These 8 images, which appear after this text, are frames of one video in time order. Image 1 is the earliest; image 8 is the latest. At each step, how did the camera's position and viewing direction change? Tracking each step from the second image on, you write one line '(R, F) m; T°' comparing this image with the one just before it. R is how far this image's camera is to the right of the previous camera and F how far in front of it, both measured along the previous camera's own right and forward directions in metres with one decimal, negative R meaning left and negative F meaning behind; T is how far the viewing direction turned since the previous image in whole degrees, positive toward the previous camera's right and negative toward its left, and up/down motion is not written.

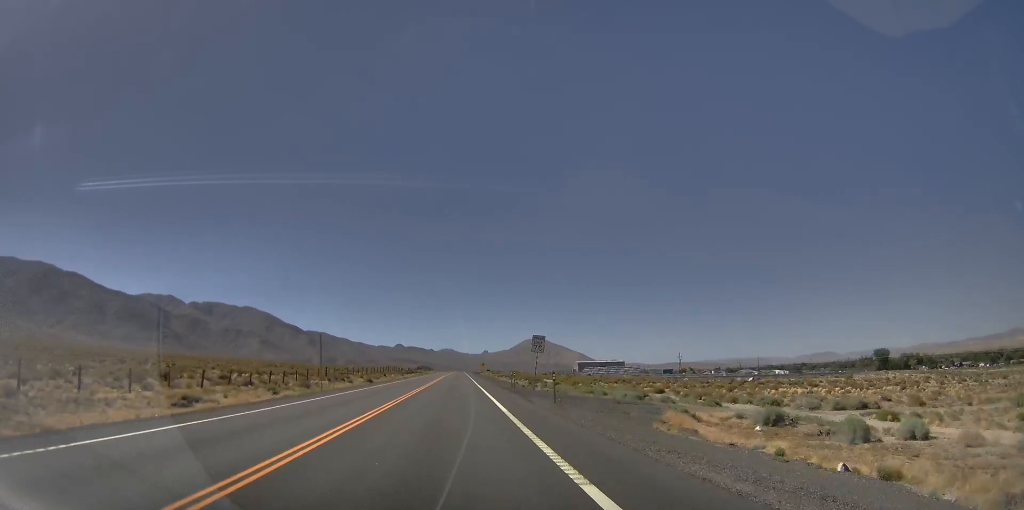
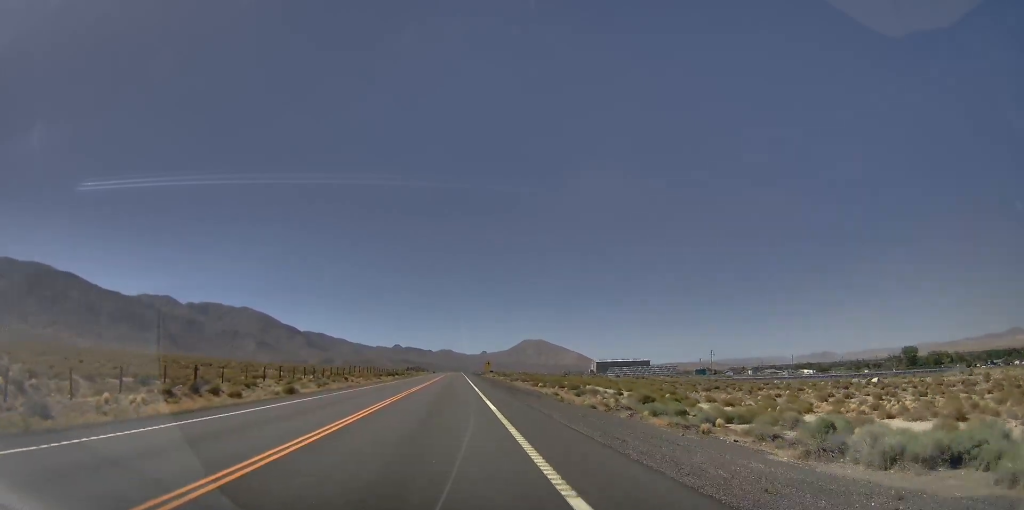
(-0.2, +43.3) m; 0°
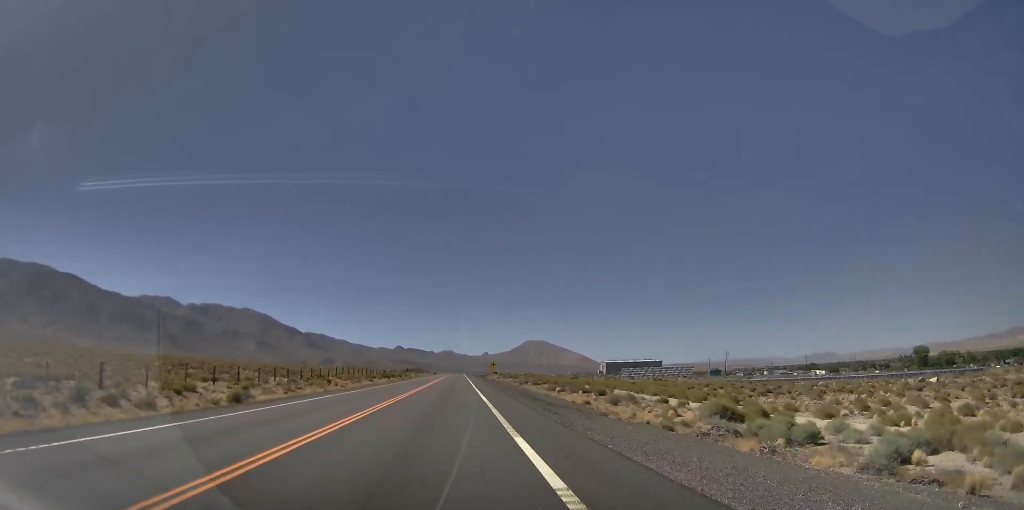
(-0.4, +13.1) m; +1°
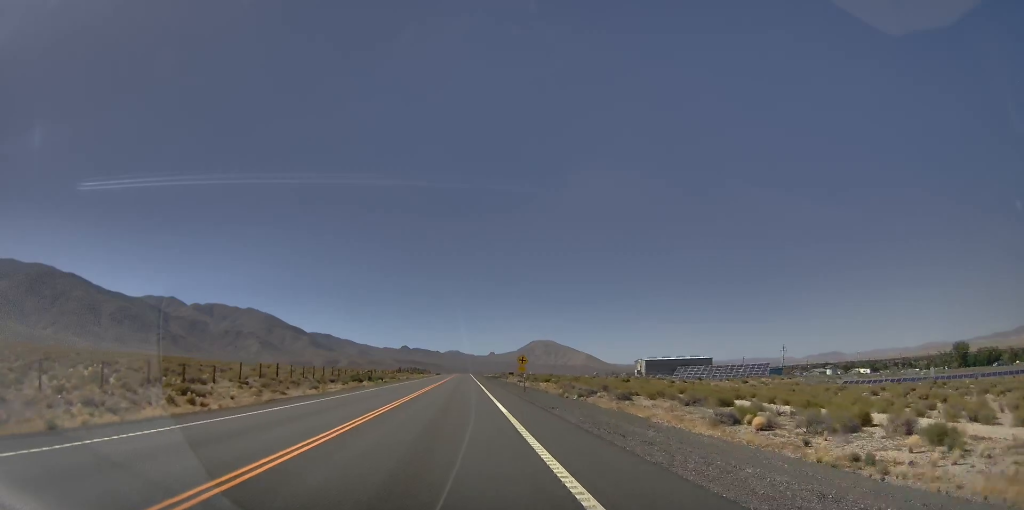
(+1.3, +43.5) m; 0°
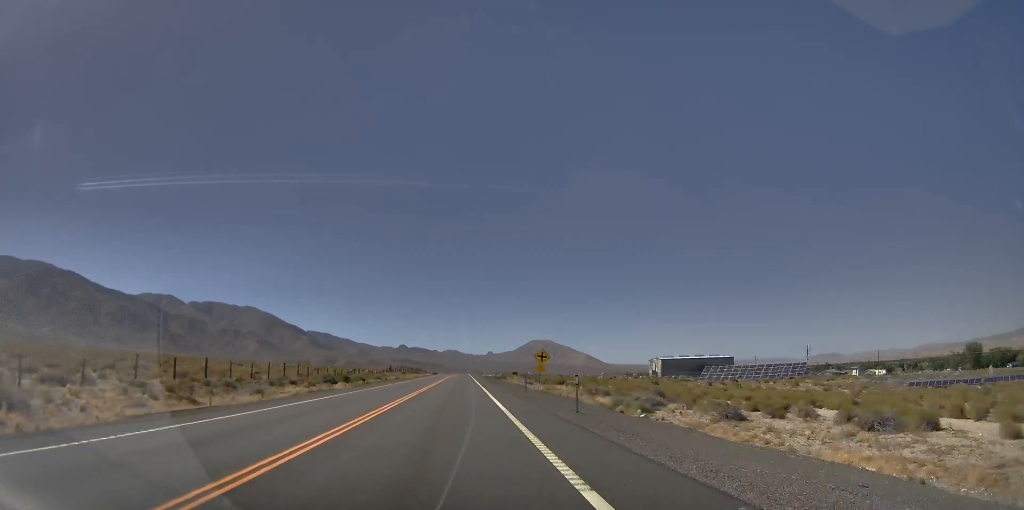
(-0.8, +17.1) m; -2°
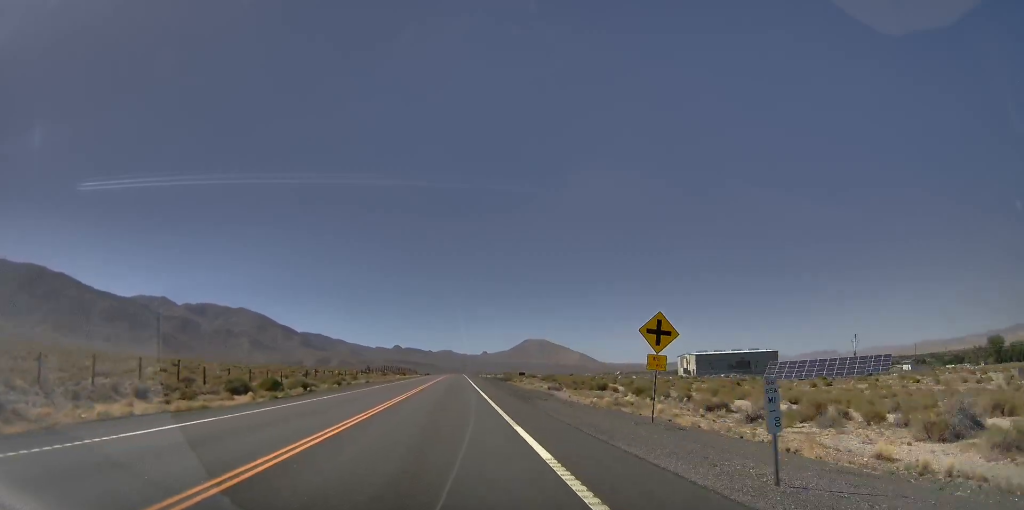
(+0.5, +29.3) m; +1°
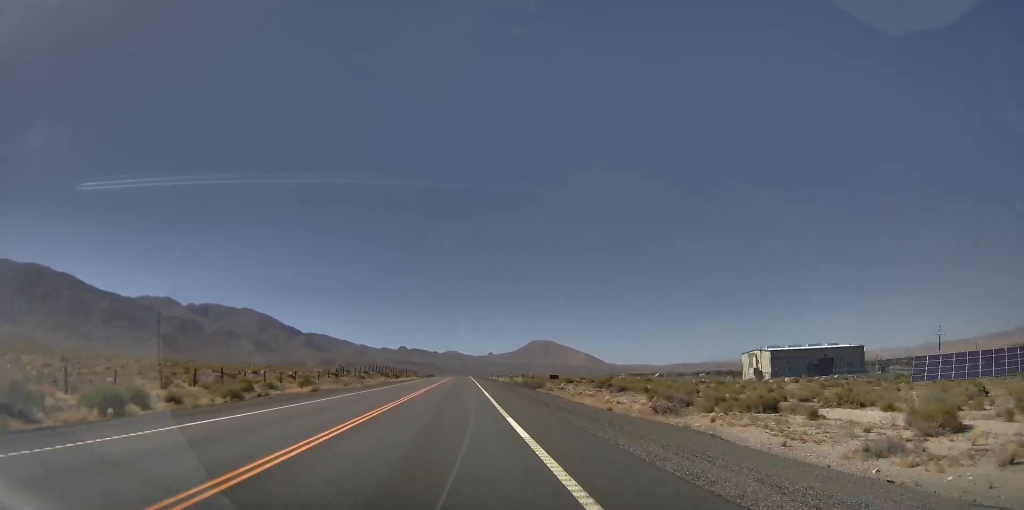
(-0.2, +33.9) m; 0°
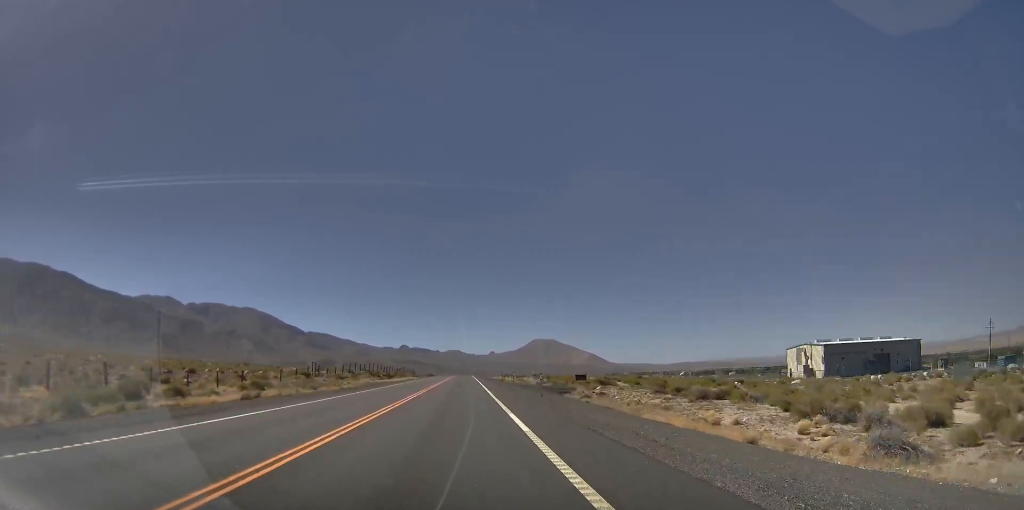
(-0.3, +17.4) m; +1°
